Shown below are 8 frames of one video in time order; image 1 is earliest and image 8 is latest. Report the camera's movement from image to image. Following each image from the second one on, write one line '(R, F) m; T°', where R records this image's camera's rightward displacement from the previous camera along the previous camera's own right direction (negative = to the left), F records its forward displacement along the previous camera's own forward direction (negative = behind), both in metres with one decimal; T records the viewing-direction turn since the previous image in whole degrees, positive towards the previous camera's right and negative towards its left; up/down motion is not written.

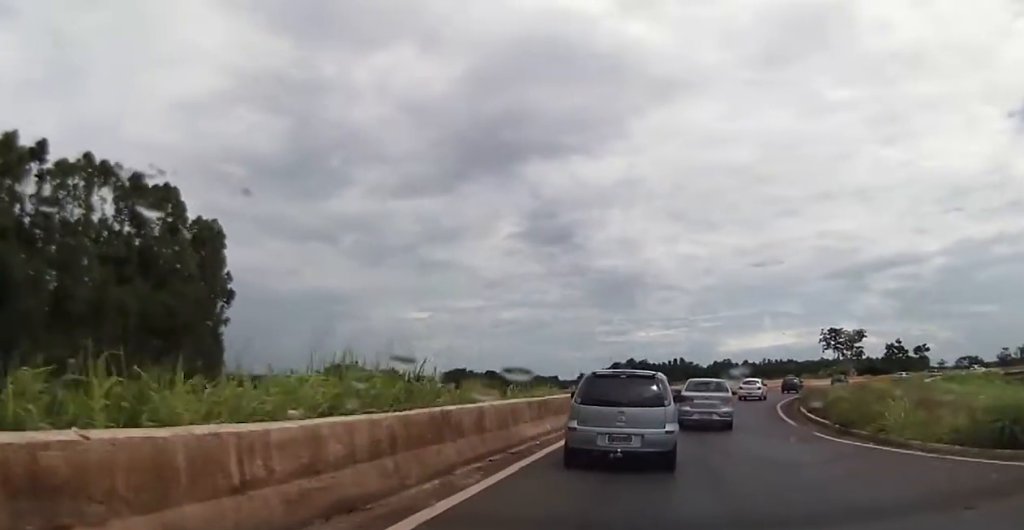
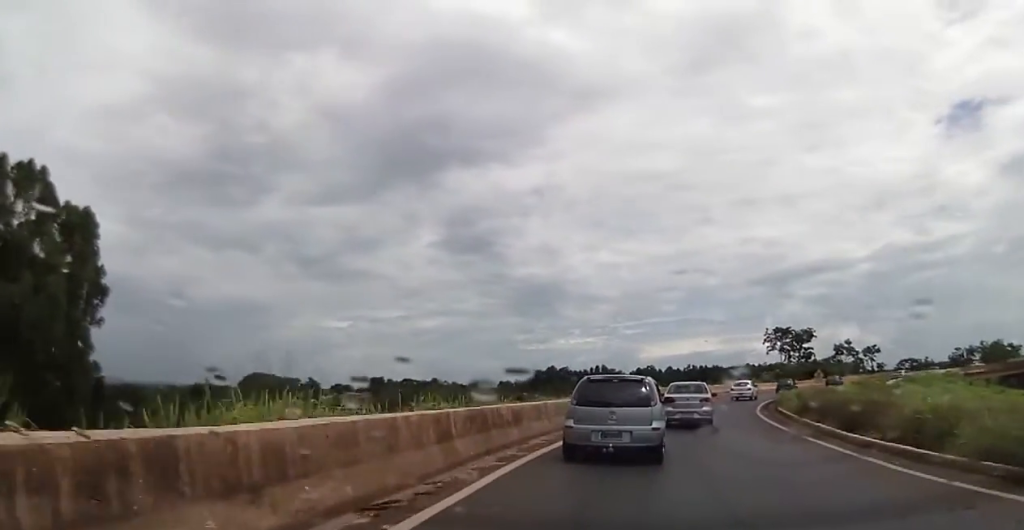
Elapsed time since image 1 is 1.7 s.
(+1.2, +11.6) m; +11°
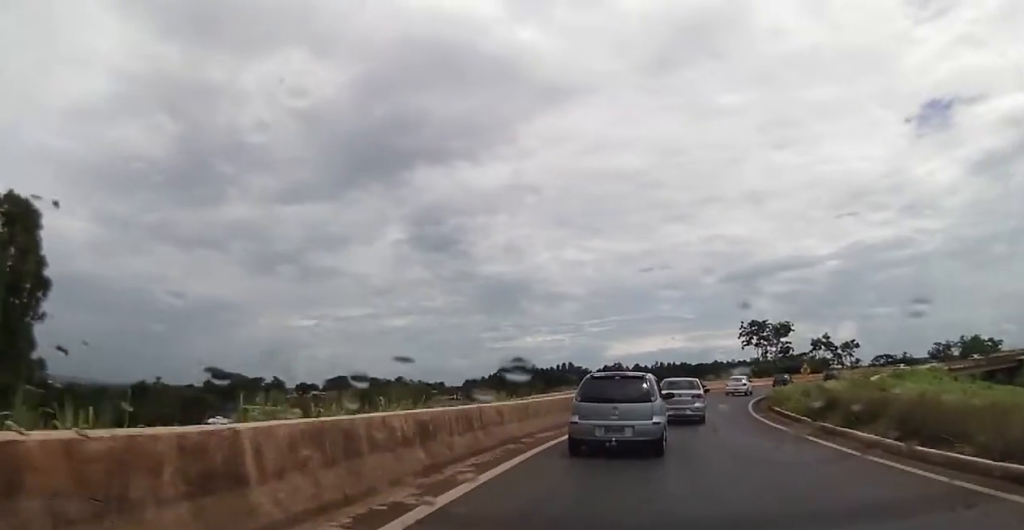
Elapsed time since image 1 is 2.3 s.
(+0.2, +5.1) m; +3°
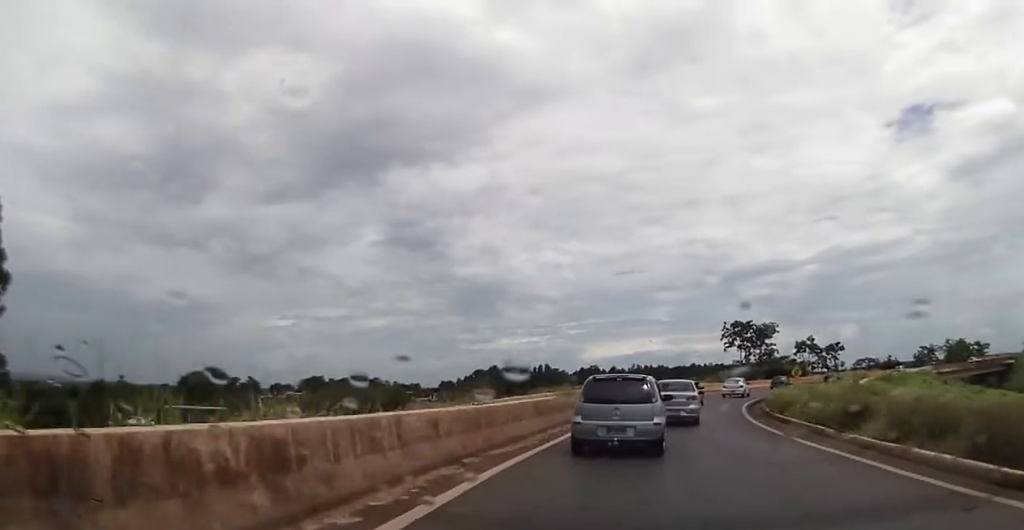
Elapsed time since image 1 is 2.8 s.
(+0.2, +3.8) m; 0°
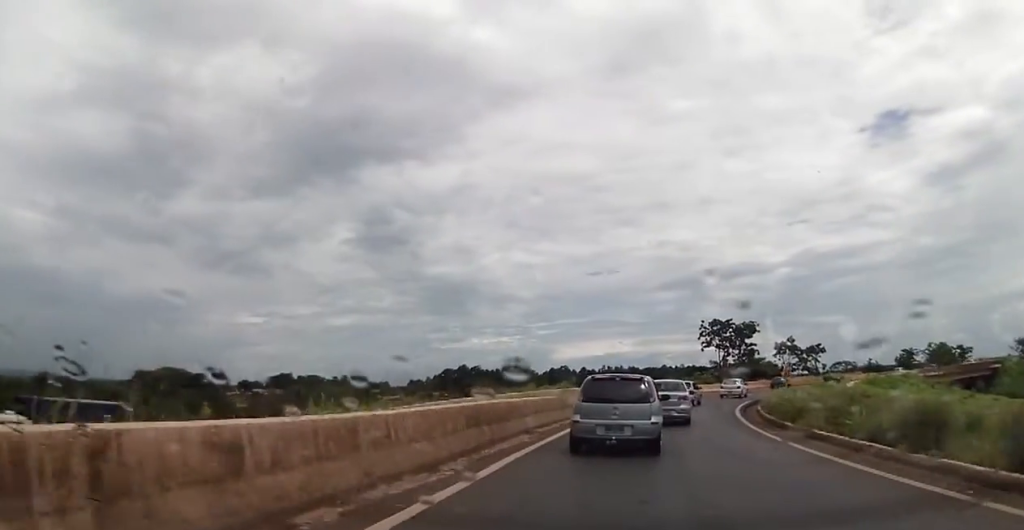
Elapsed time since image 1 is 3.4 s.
(0.0, +5.0) m; 0°
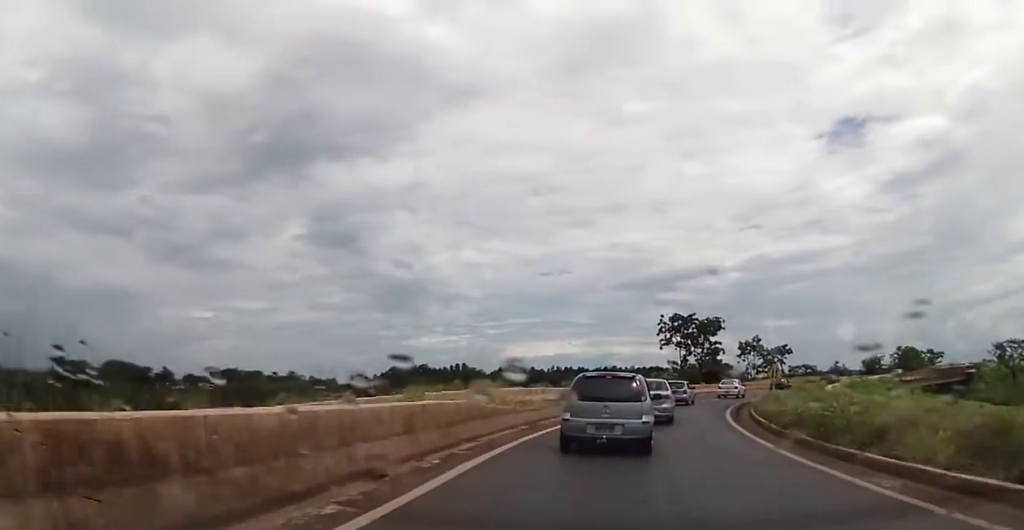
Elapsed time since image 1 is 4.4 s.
(-0.1, +8.8) m; +3°
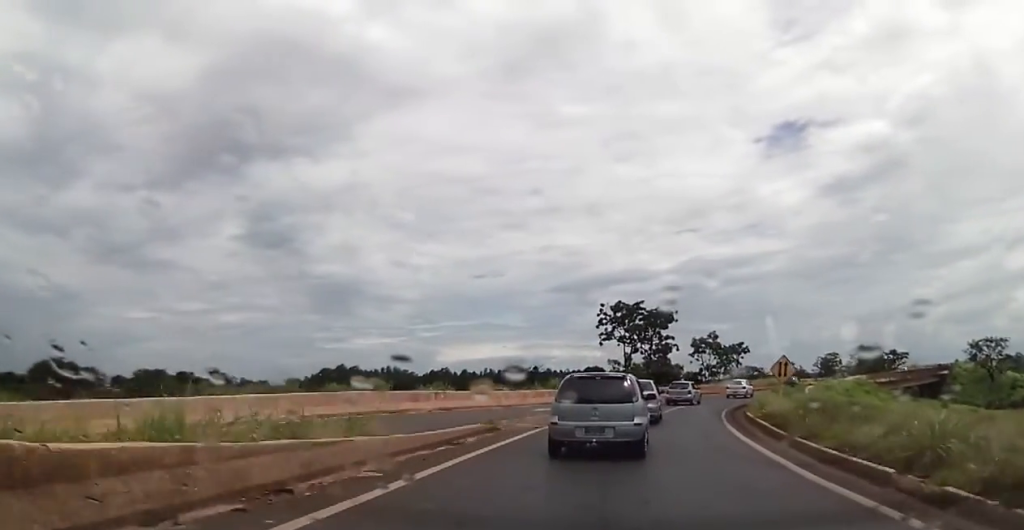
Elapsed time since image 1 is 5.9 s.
(+1.3, +13.4) m; +8°
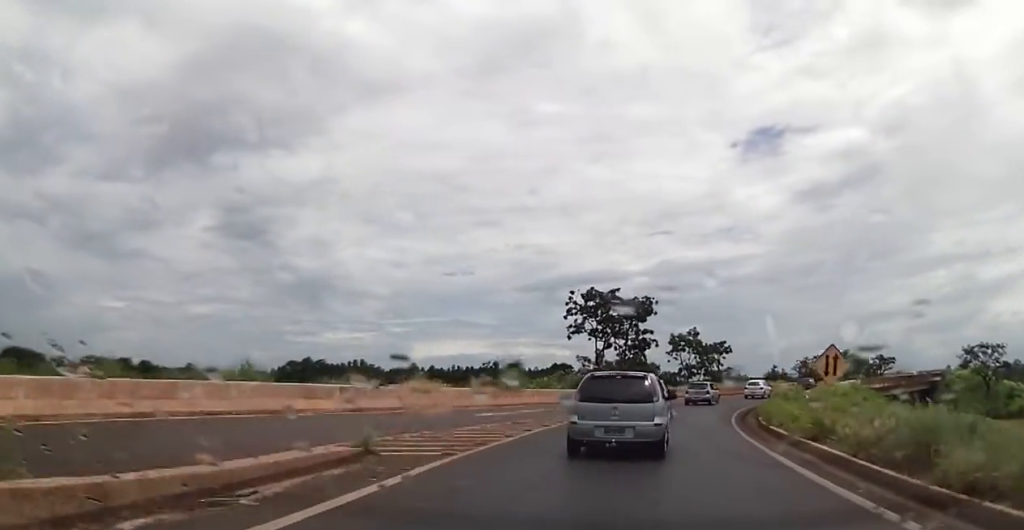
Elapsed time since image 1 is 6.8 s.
(+0.1, +8.4) m; +3°
